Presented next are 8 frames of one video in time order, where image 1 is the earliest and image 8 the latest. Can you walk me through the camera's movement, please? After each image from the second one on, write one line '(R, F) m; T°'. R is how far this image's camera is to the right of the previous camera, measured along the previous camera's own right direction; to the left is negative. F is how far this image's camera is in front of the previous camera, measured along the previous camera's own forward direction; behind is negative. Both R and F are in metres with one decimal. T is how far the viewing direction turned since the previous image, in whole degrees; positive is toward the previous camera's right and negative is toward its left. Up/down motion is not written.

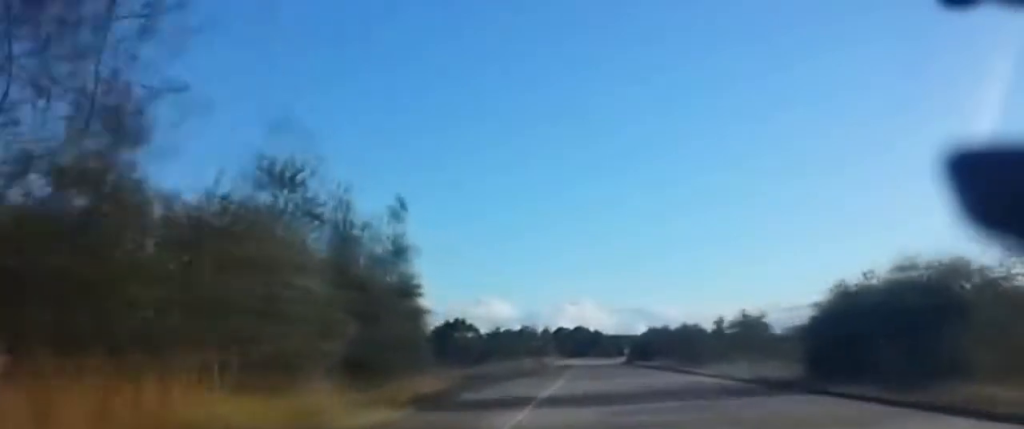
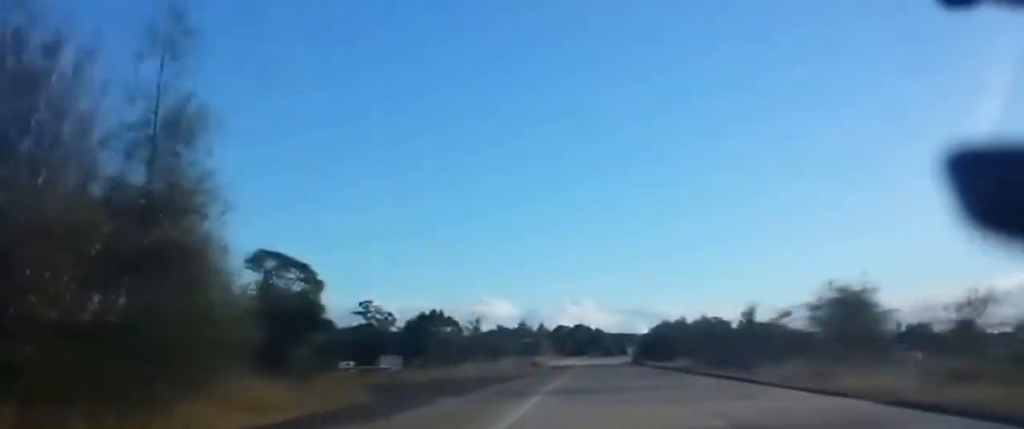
(-0.2, +23.3) m; -1°
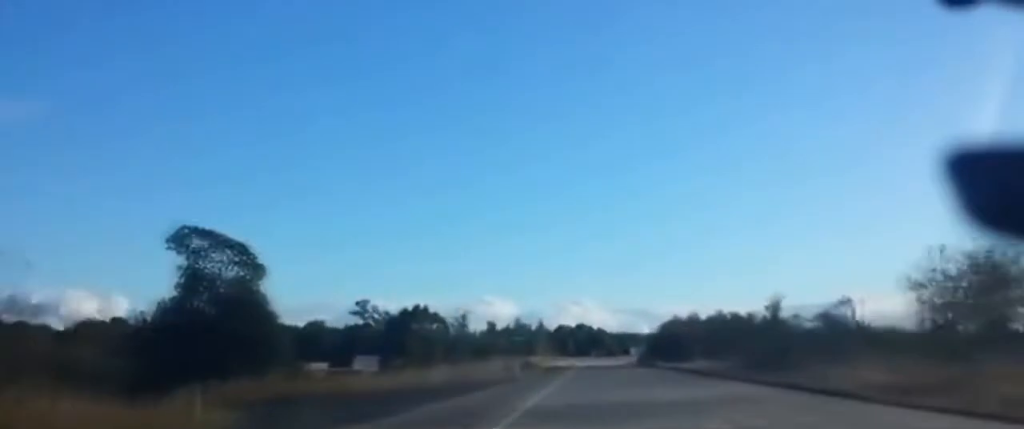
(0.0, +13.1) m; 0°
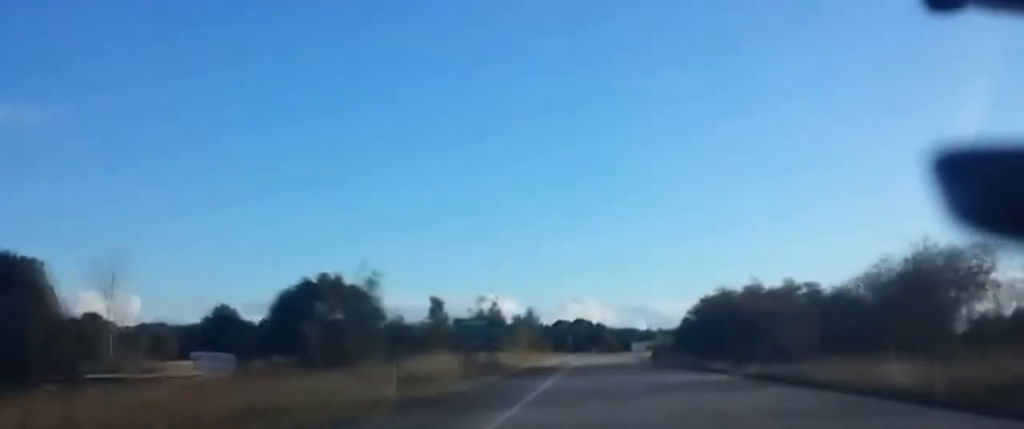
(+0.2, +41.1) m; +1°
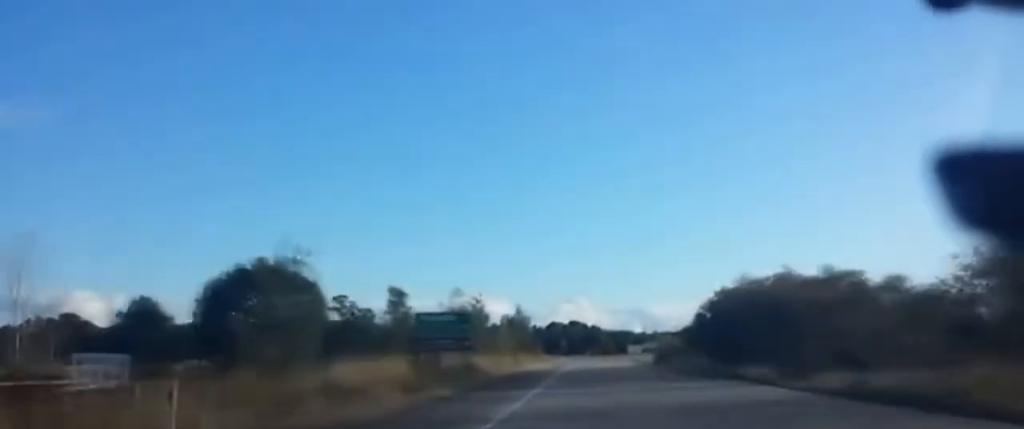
(+0.2, +12.0) m; 0°
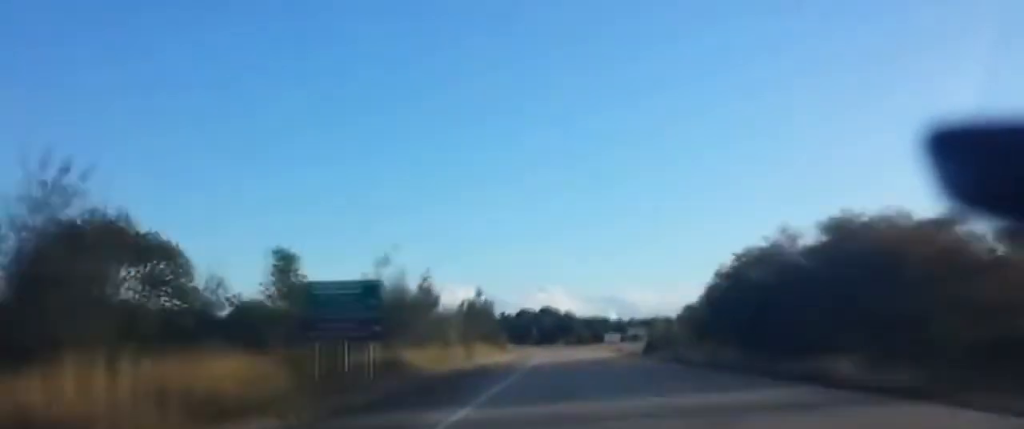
(-0.1, +15.0) m; 0°
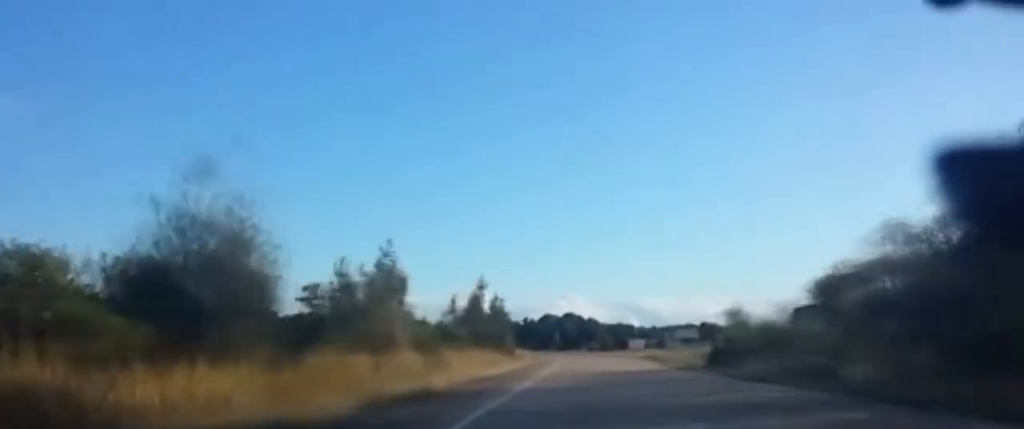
(0.0, +31.0) m; 0°
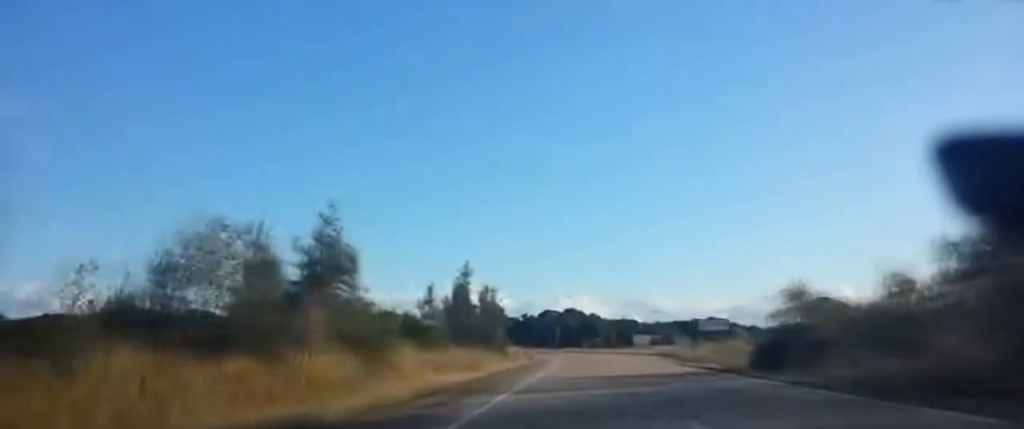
(+0.1, +13.1) m; 0°
